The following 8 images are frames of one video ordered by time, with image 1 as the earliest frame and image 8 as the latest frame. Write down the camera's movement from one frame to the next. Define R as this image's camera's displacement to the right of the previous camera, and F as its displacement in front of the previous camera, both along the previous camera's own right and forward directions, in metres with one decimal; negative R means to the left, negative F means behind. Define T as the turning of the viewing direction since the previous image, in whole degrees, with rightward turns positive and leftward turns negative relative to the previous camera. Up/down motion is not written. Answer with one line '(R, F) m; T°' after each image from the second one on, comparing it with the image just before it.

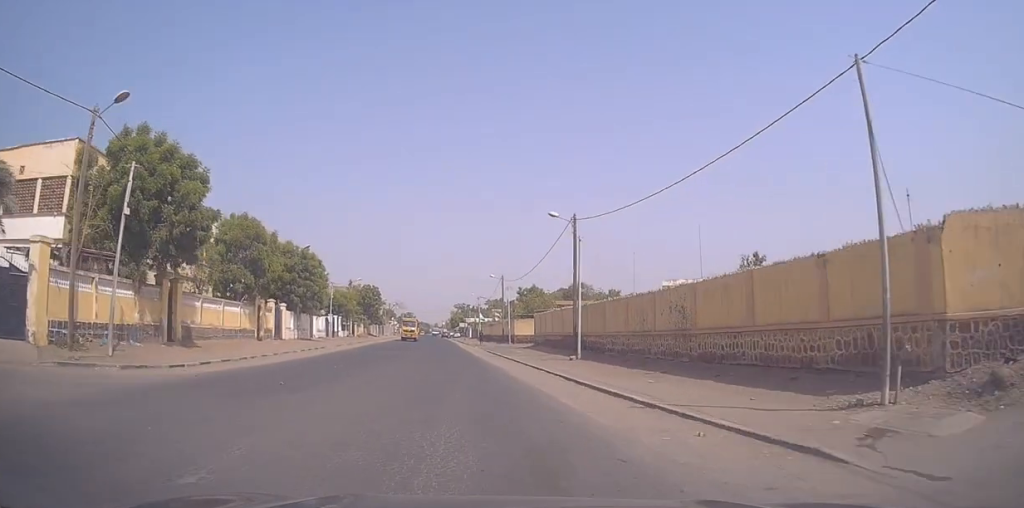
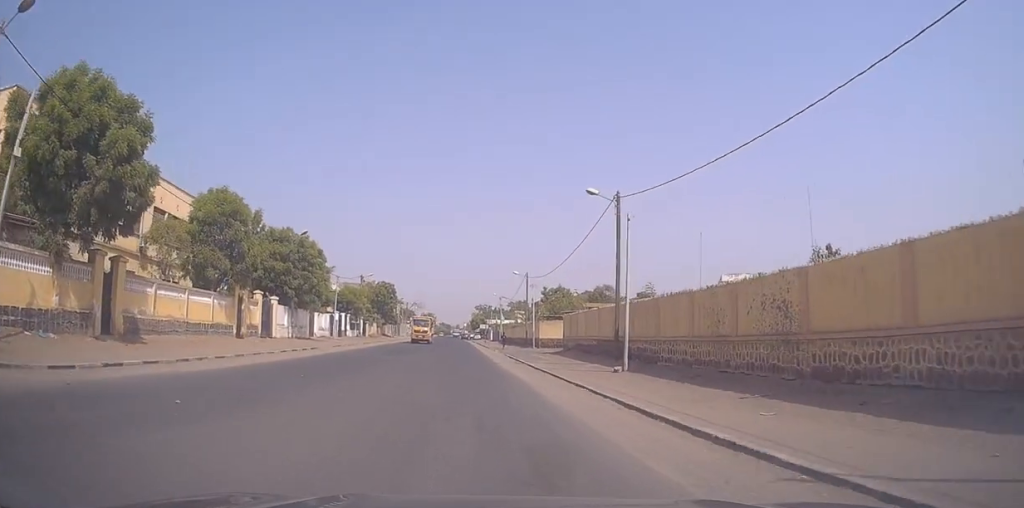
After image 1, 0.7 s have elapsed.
(-0.2, +6.1) m; -3°
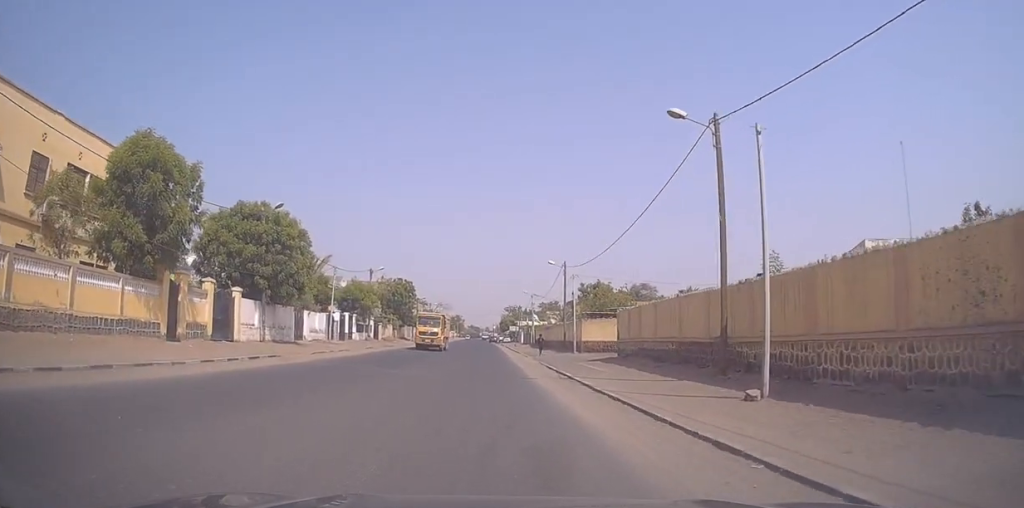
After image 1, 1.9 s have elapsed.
(-0.5, +9.9) m; -5°
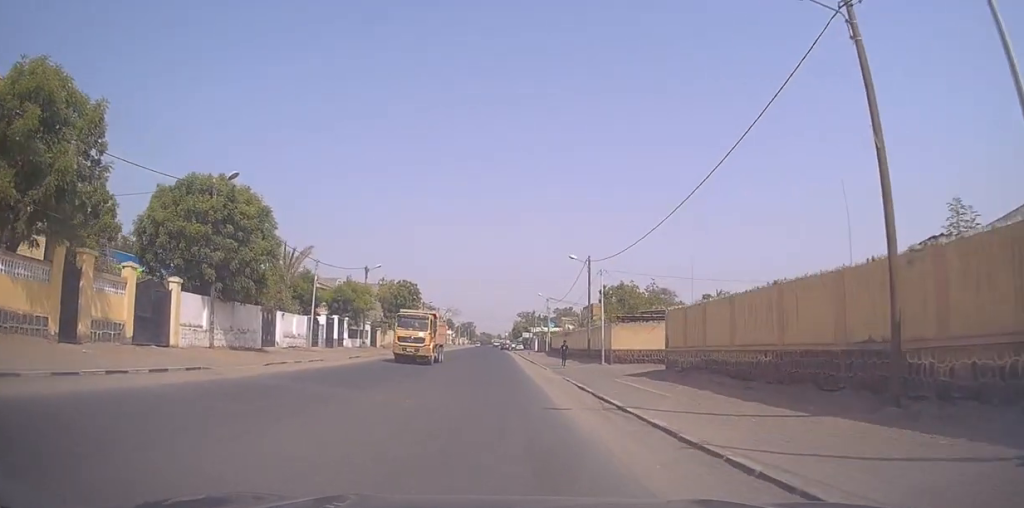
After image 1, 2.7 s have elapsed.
(-0.3, +7.4) m; -1°
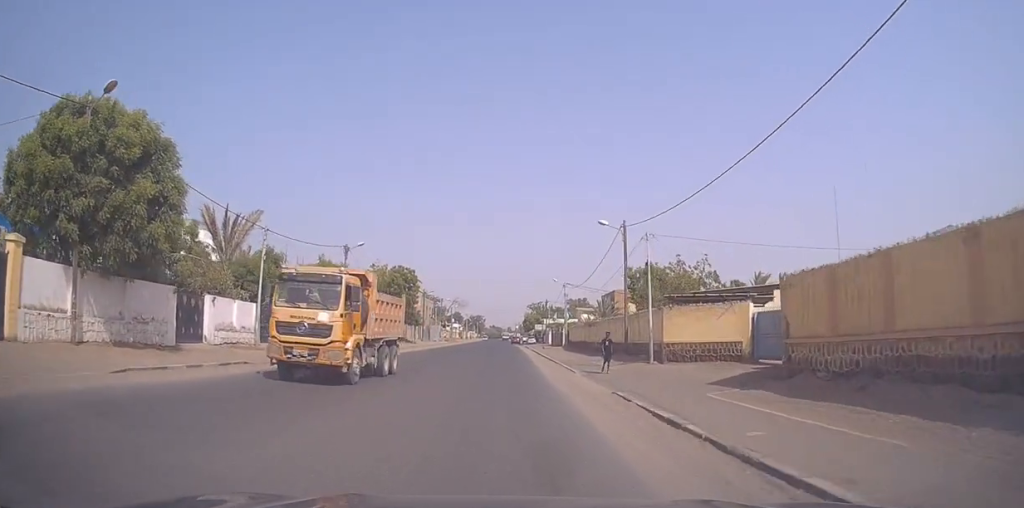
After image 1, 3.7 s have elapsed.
(+0.1, +10.0) m; +1°
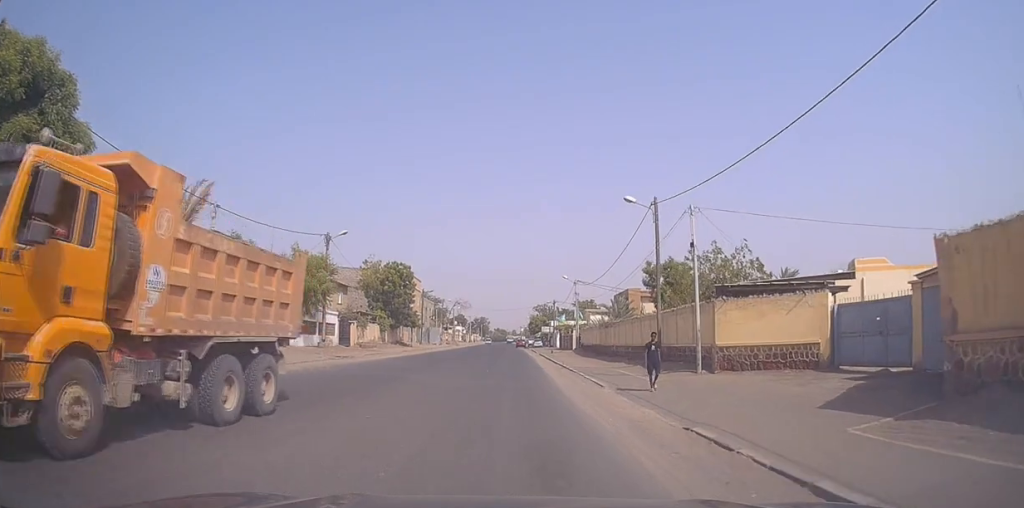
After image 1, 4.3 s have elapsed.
(0.0, +6.0) m; 0°
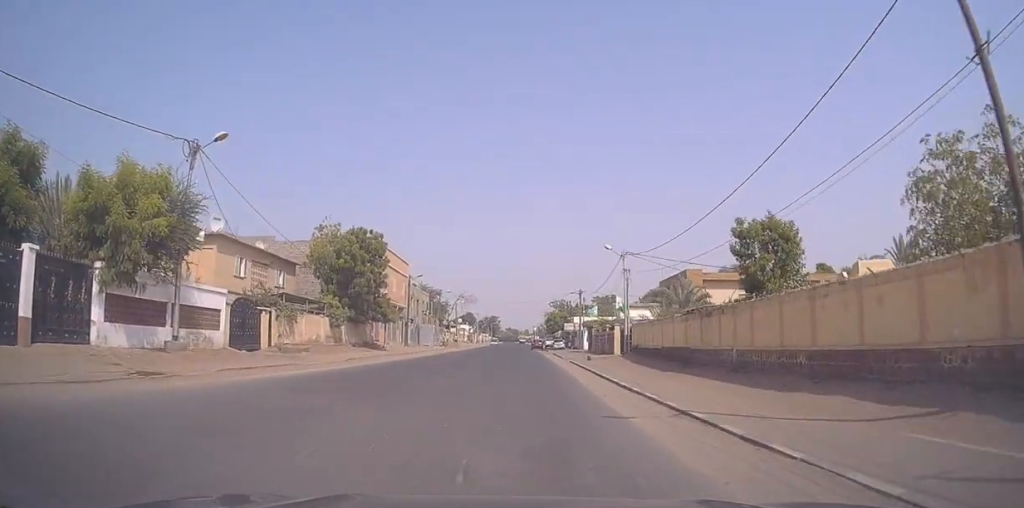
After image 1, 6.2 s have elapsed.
(-0.8, +19.9) m; -4°
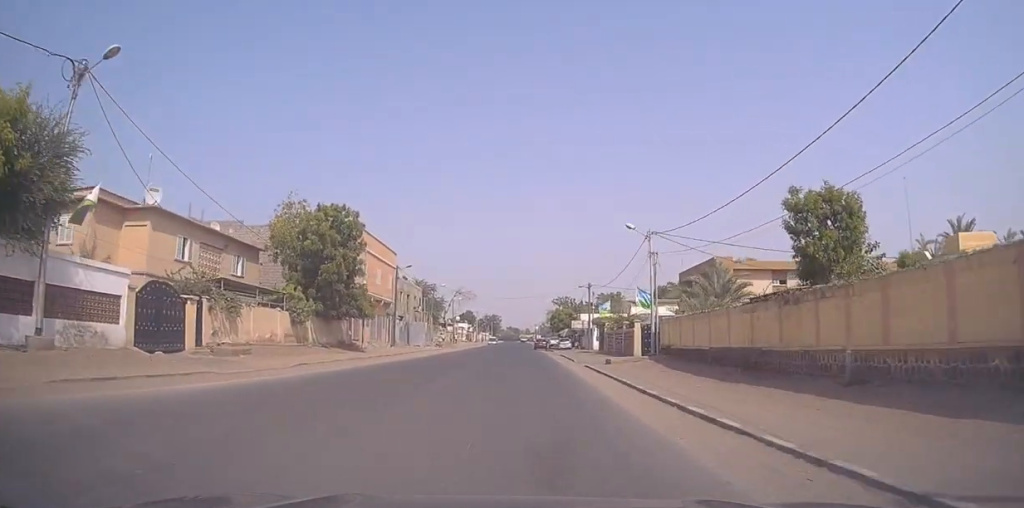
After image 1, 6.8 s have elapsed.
(-0.1, +7.5) m; +1°
